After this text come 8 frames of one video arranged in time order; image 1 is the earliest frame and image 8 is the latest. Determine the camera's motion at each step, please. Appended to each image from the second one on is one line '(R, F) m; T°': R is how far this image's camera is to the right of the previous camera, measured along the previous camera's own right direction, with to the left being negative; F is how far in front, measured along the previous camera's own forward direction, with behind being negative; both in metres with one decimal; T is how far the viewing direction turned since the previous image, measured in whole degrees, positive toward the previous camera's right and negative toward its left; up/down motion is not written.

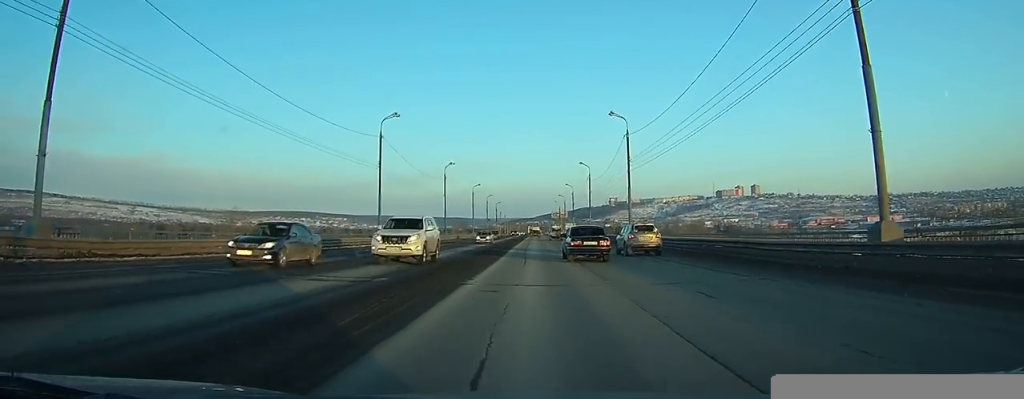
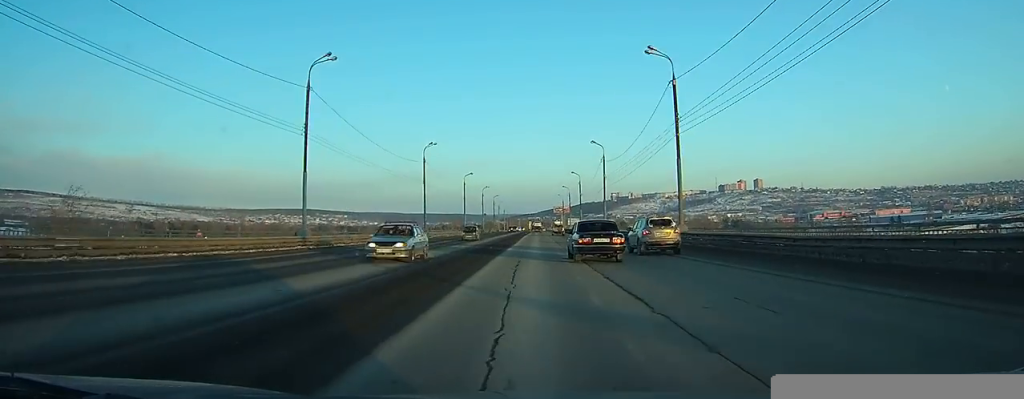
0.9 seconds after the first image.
(+0.1, +19.6) m; 0°
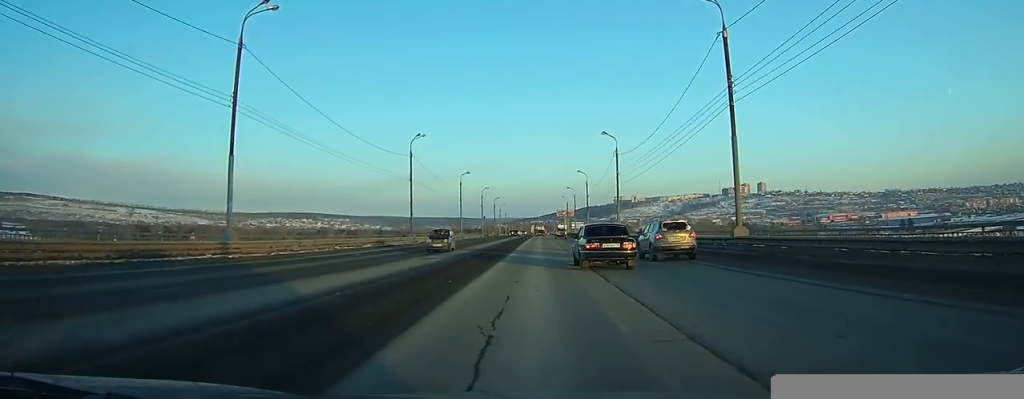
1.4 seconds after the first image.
(0.0, +10.5) m; 0°
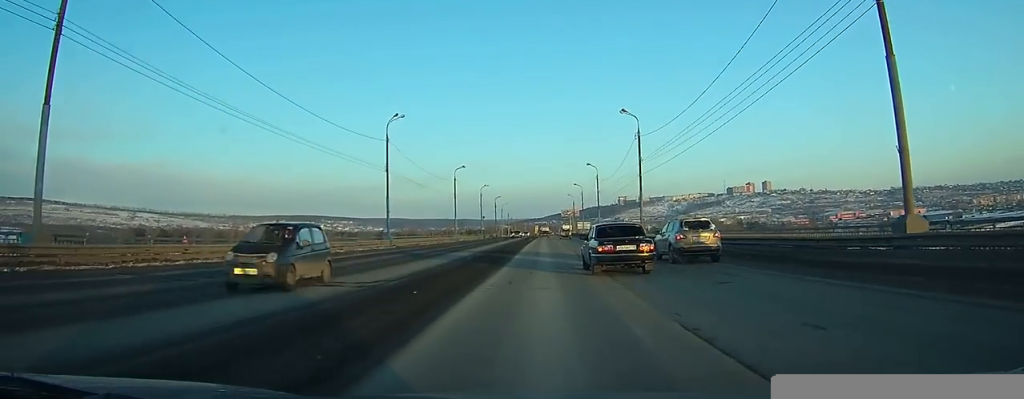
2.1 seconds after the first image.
(-0.1, +13.2) m; 0°
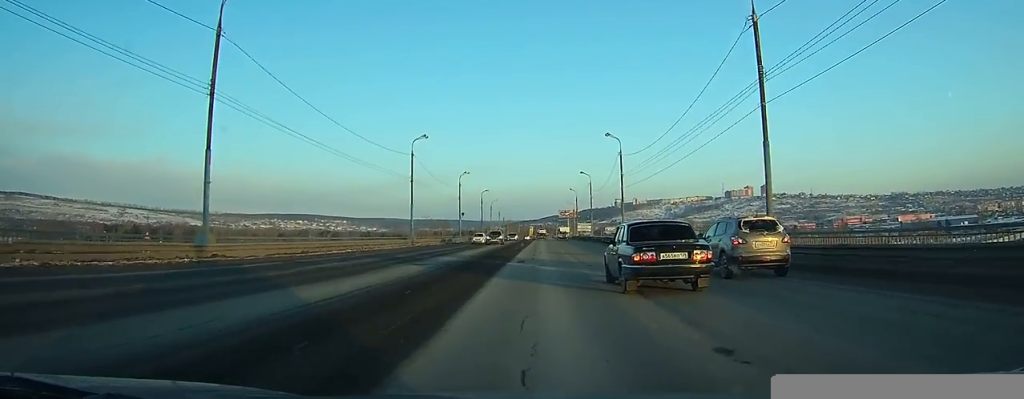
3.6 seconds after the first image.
(+0.2, +32.5) m; 0°
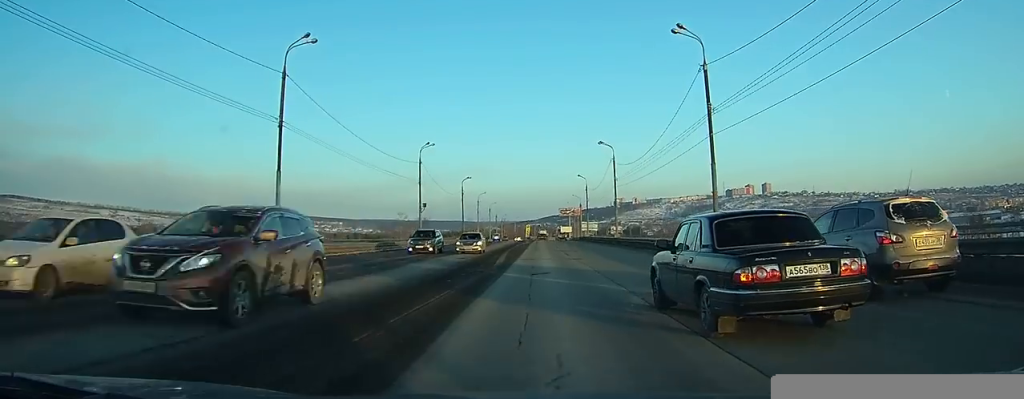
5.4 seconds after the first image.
(0.0, +35.7) m; 0°
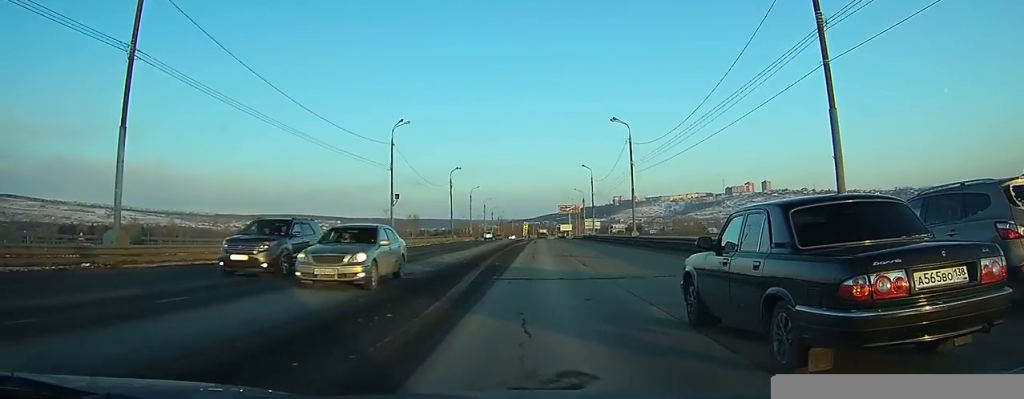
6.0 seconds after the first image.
(+0.1, +13.7) m; 0°
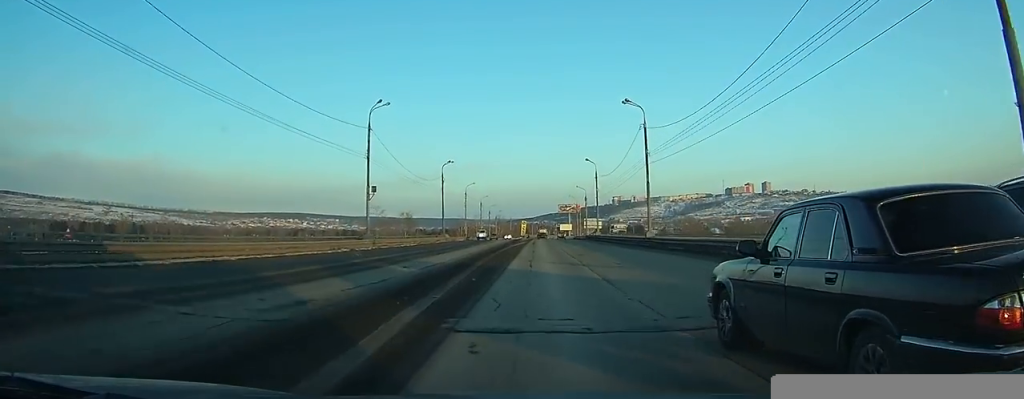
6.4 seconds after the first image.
(0.0, +8.3) m; 0°
